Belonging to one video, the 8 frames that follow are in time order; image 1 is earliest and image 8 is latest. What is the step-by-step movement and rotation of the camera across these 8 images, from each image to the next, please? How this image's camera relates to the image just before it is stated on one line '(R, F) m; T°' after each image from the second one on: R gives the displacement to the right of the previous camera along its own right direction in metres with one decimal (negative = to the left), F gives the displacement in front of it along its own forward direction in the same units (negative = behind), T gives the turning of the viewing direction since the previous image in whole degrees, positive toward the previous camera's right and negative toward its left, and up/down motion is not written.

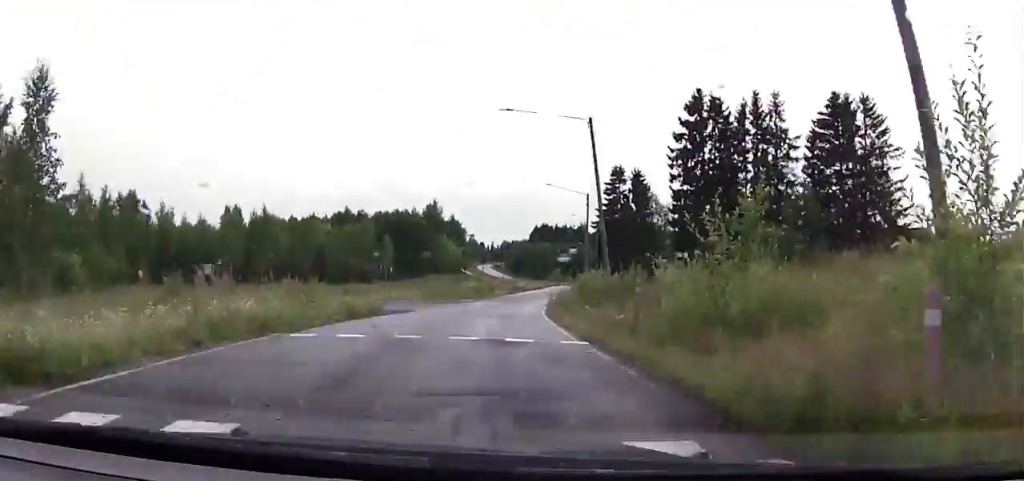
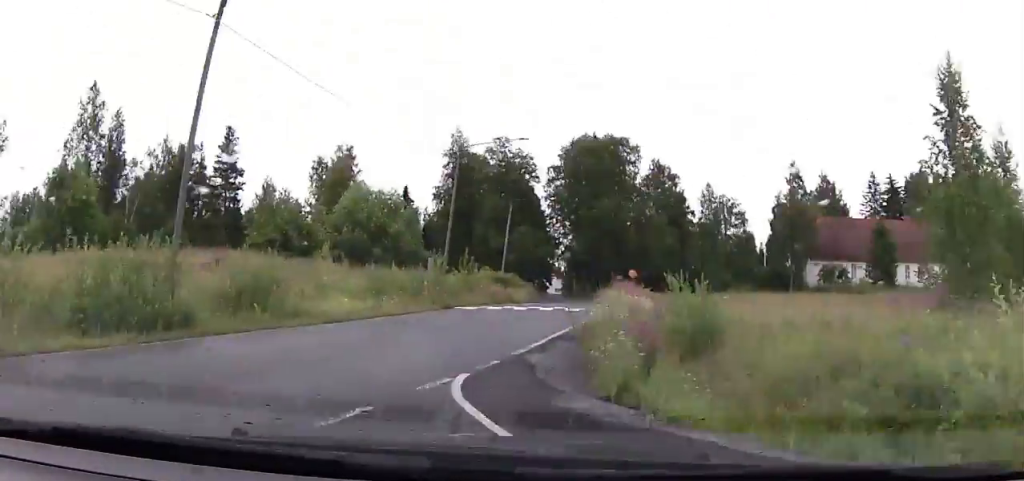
(-7.2, +21.8) m; -169°
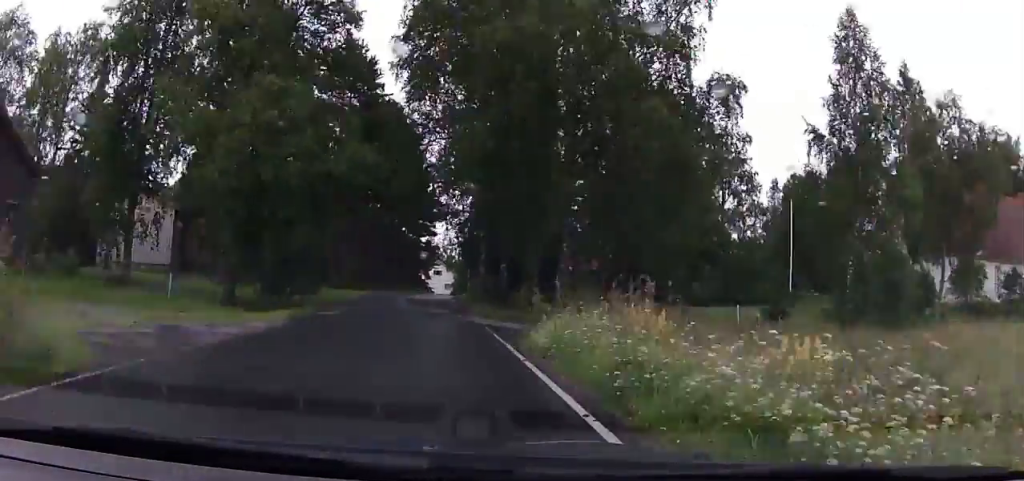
(-11.5, +46.8) m; -15°
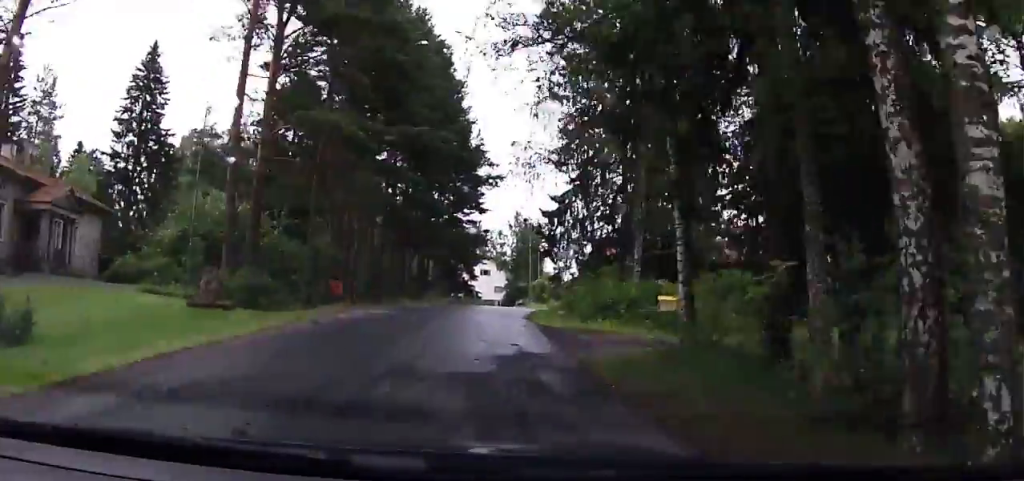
(-0.5, +32.5) m; +5°
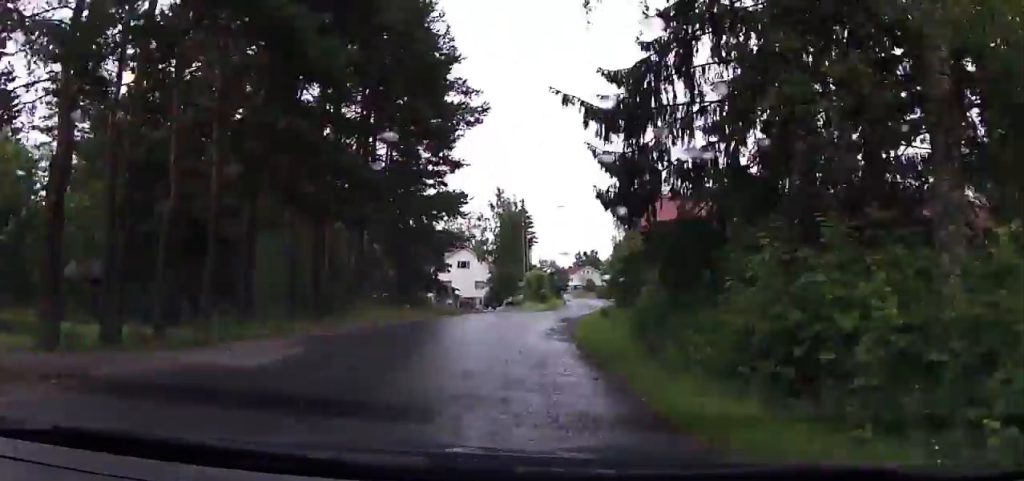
(+1.2, +21.1) m; +4°
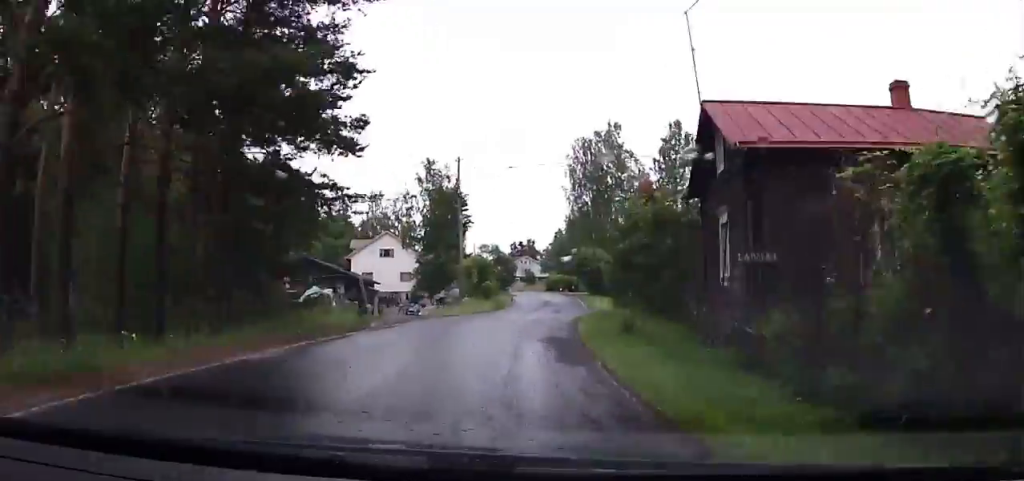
(+1.9, +18.4) m; +4°
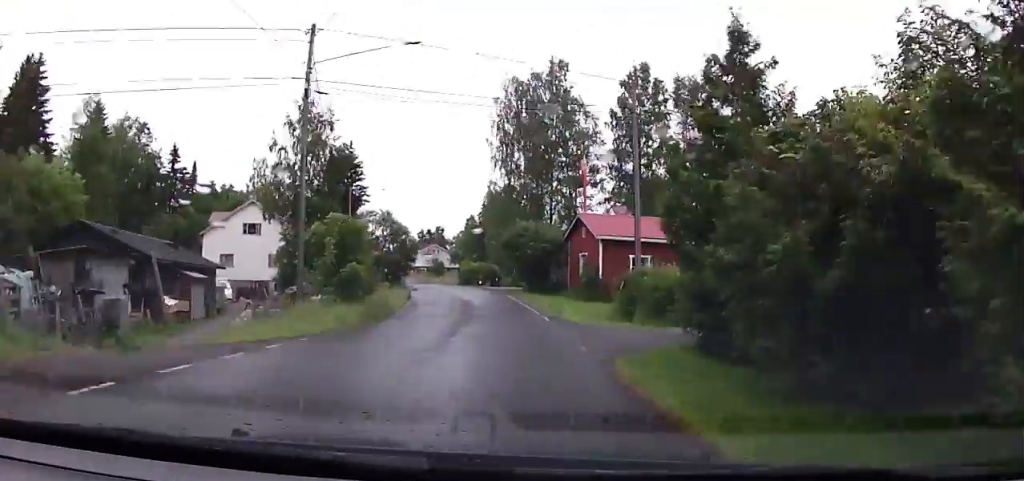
(-0.2, +21.9) m; -1°
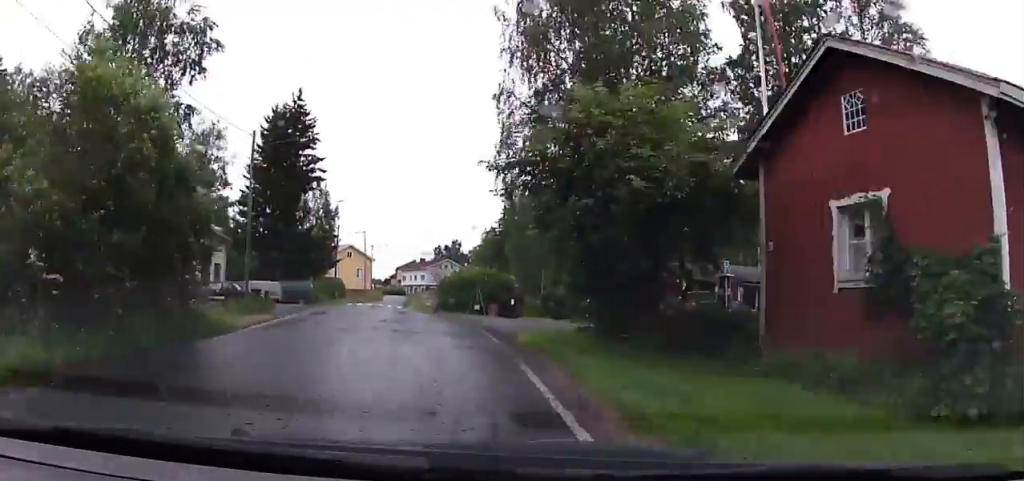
(-0.8, +31.5) m; -1°
